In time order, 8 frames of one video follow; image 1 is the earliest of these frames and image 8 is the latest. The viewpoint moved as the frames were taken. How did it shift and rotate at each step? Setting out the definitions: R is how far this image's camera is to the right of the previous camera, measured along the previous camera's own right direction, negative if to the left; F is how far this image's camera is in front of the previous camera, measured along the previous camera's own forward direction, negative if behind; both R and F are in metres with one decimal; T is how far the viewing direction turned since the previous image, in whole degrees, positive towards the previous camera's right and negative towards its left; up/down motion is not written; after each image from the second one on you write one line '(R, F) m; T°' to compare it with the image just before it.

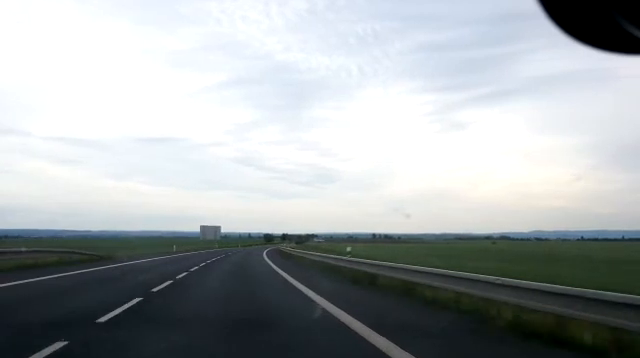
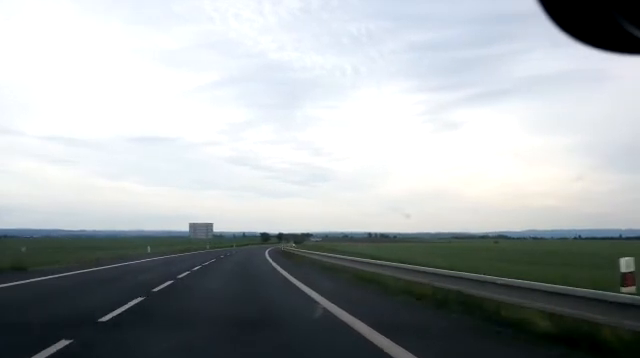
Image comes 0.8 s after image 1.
(-0.1, +13.6) m; +1°
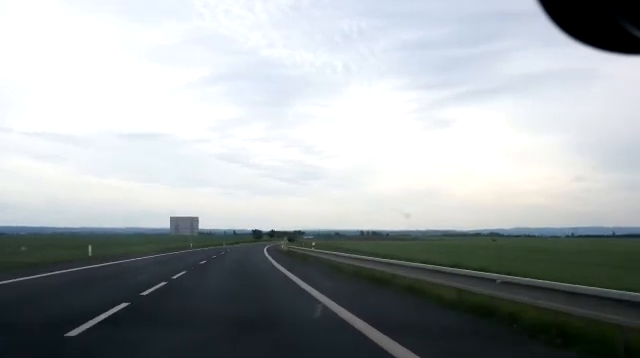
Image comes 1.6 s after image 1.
(+0.5, +14.9) m; +1°
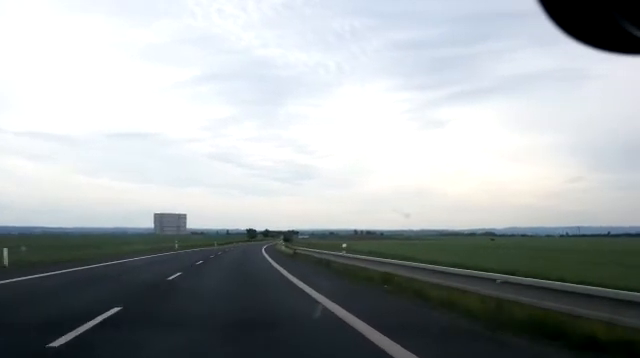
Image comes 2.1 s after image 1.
(0.0, +9.6) m; 0°
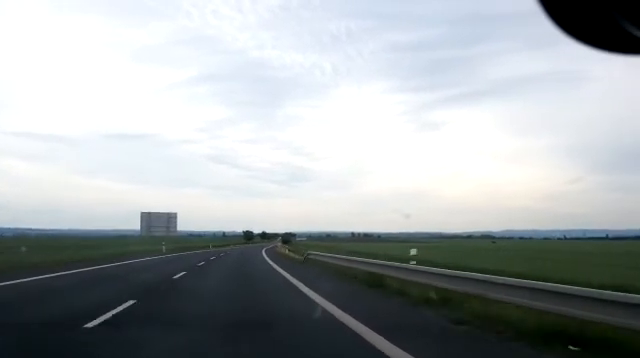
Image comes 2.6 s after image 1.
(-0.1, +7.8) m; 0°
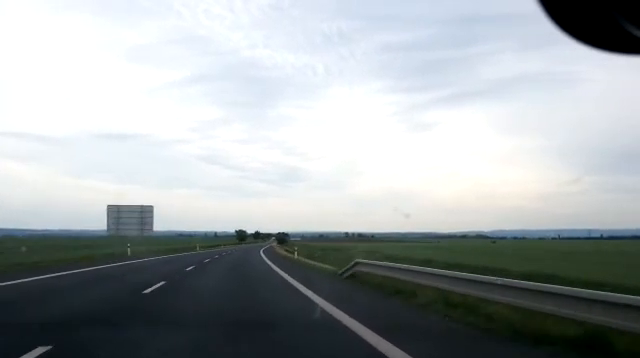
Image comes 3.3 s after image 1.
(+0.1, +14.0) m; +1°
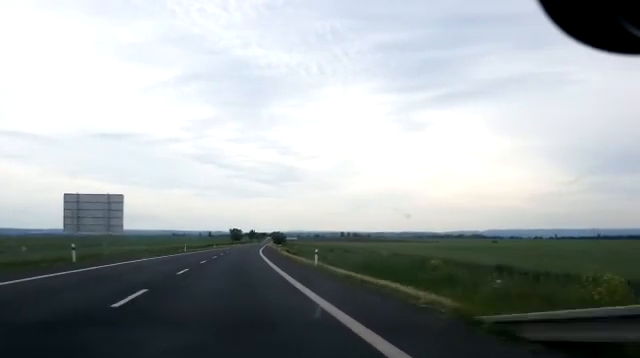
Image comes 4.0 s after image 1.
(+0.1, +11.8) m; +1°
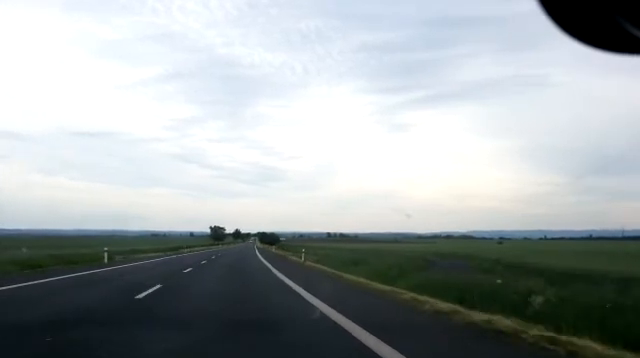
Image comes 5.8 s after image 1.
(+0.5, +34.3) m; +1°
